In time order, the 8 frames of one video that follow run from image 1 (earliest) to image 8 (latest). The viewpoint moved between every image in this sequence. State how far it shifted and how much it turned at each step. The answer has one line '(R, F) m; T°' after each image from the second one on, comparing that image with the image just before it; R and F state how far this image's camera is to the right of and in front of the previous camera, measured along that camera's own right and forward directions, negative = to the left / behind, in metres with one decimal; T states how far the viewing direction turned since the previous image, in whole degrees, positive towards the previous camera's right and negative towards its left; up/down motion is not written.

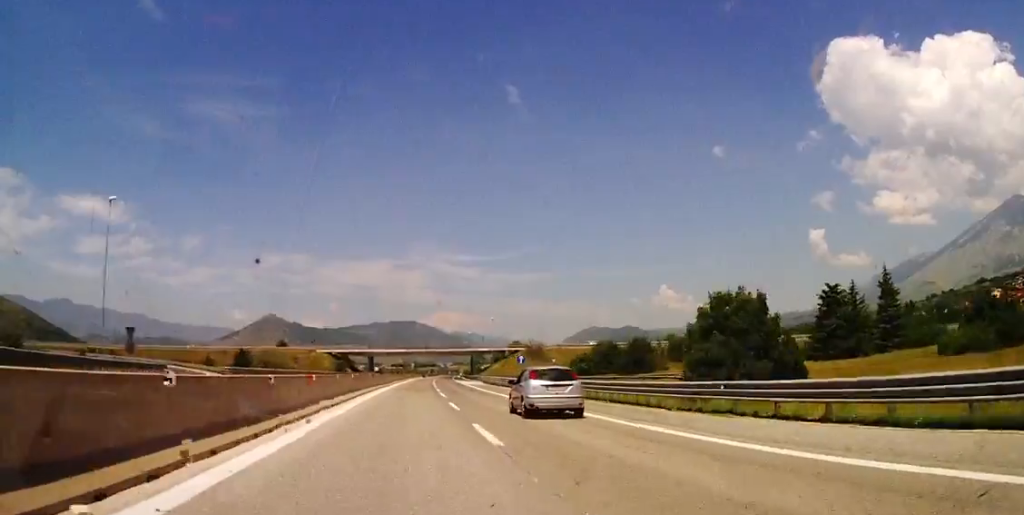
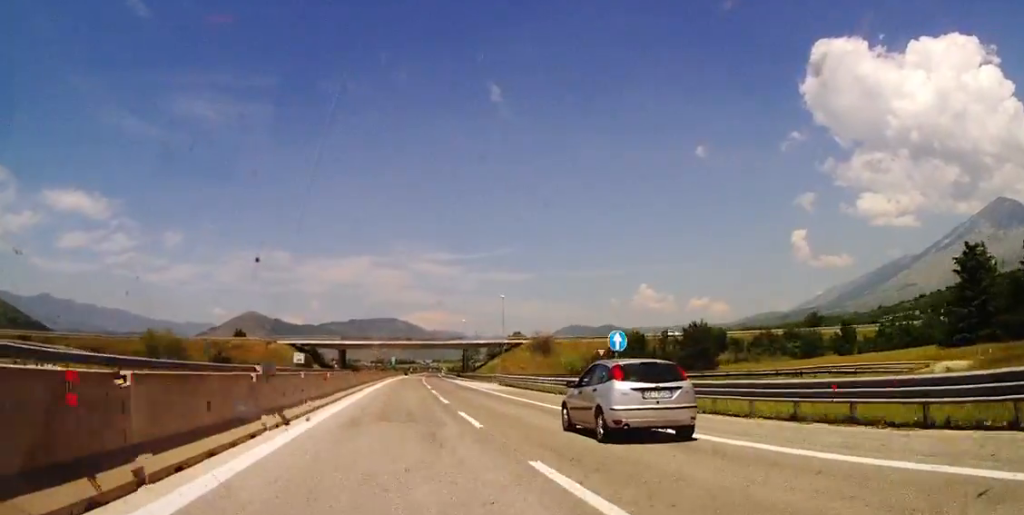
(+0.5, +32.0) m; +1°
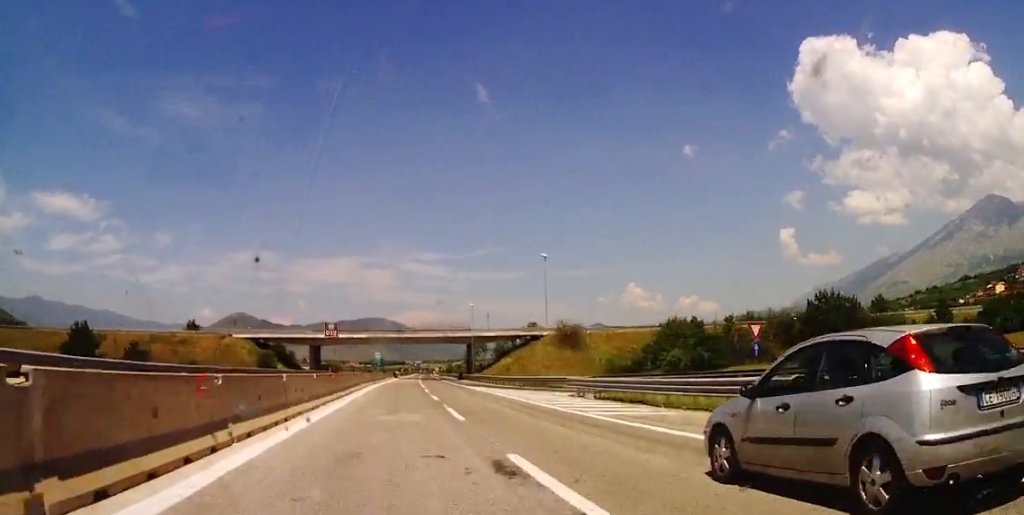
(+0.2, +31.8) m; +1°
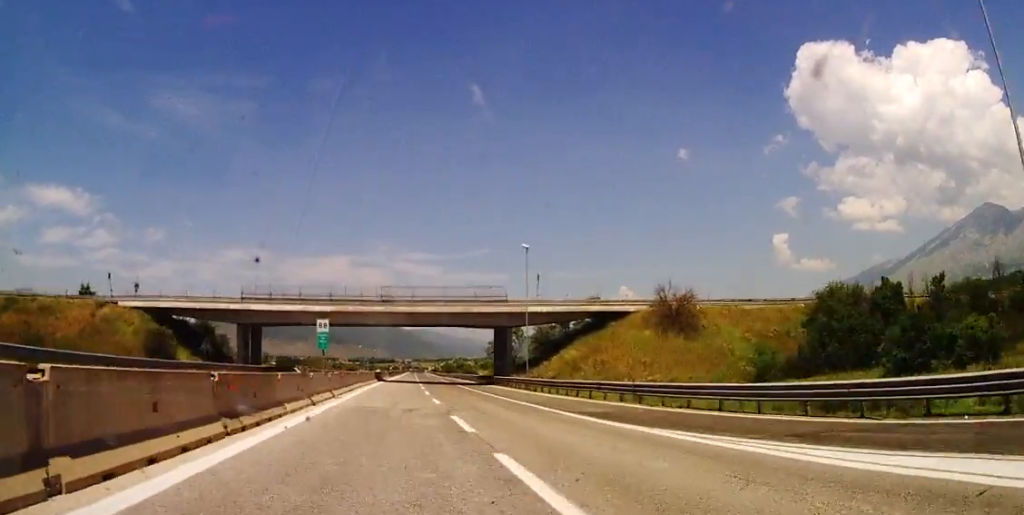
(+0.8, +46.5) m; +2°
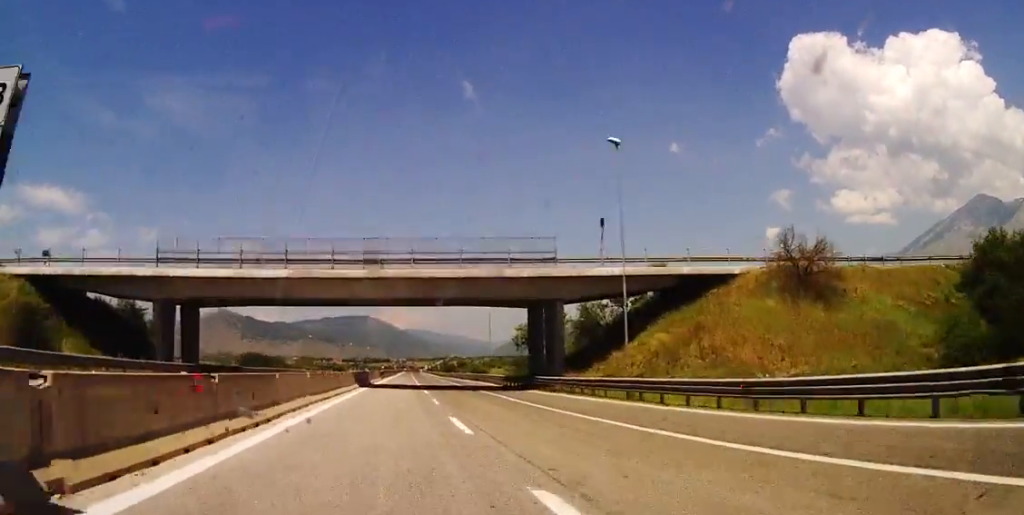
(+0.2, +26.1) m; 0°
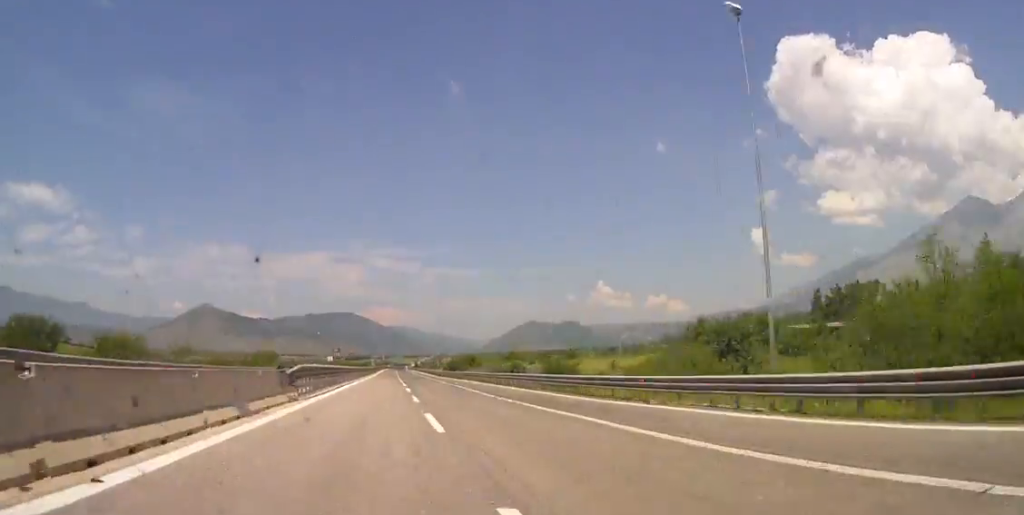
(+0.3, +67.3) m; +1°
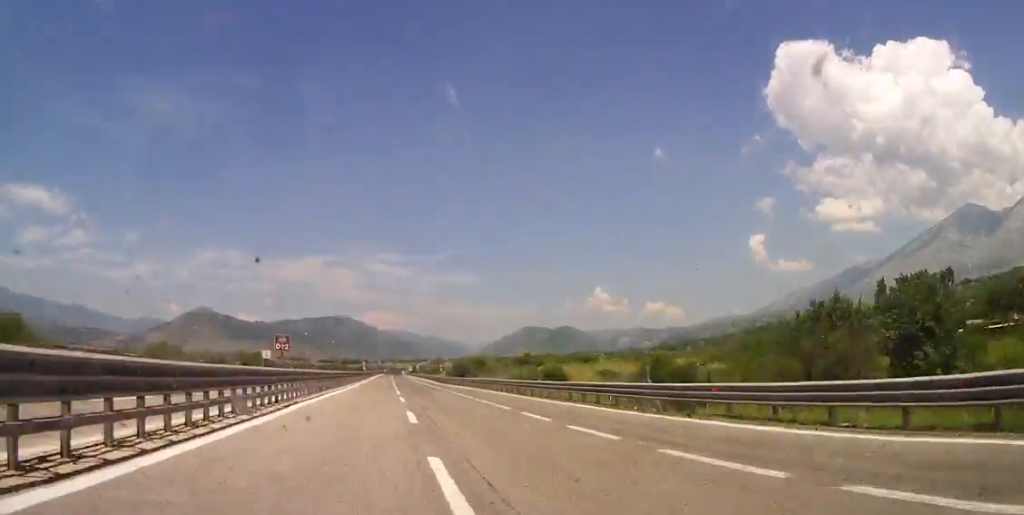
(+0.2, +18.8) m; 0°
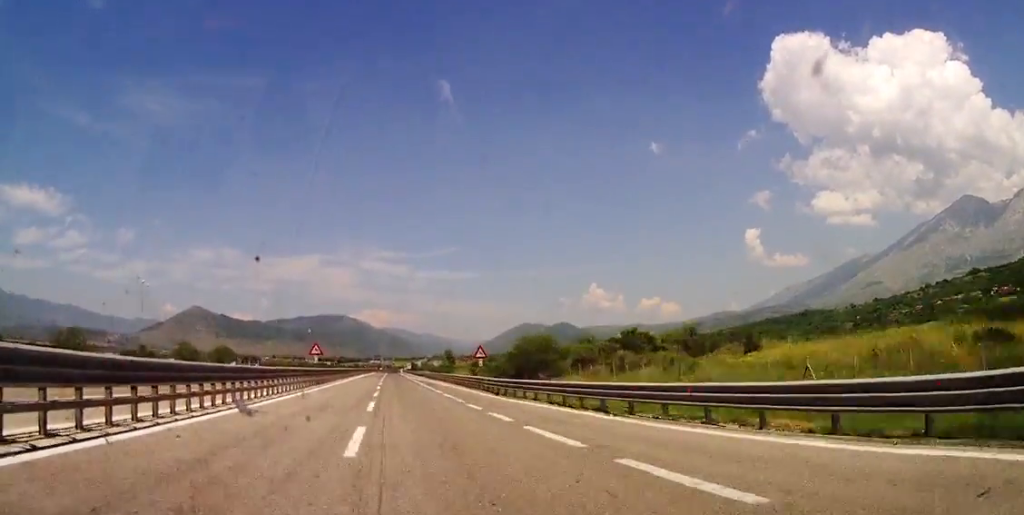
(+0.1, +53.8) m; 0°
